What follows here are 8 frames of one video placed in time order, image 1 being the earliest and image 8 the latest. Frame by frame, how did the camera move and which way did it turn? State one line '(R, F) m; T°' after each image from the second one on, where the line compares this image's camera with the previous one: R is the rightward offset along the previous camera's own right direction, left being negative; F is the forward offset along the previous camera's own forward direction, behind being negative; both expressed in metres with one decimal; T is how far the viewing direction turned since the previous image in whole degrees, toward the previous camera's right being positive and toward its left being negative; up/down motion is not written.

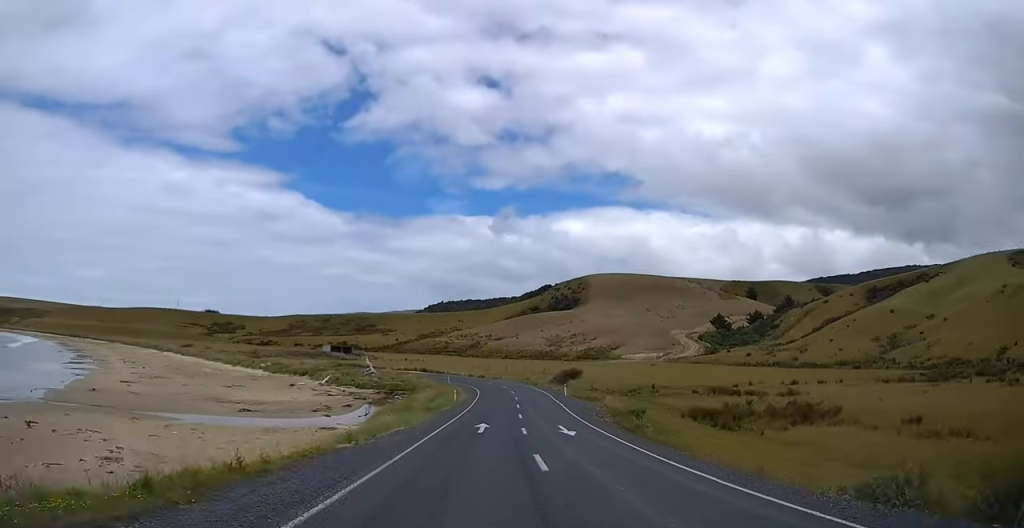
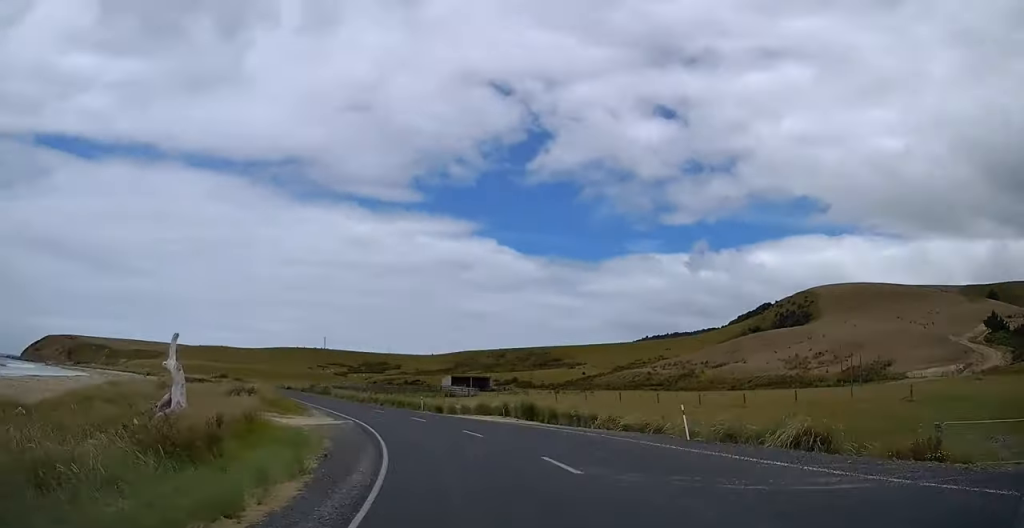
(-3.6, +90.0) m; -17°
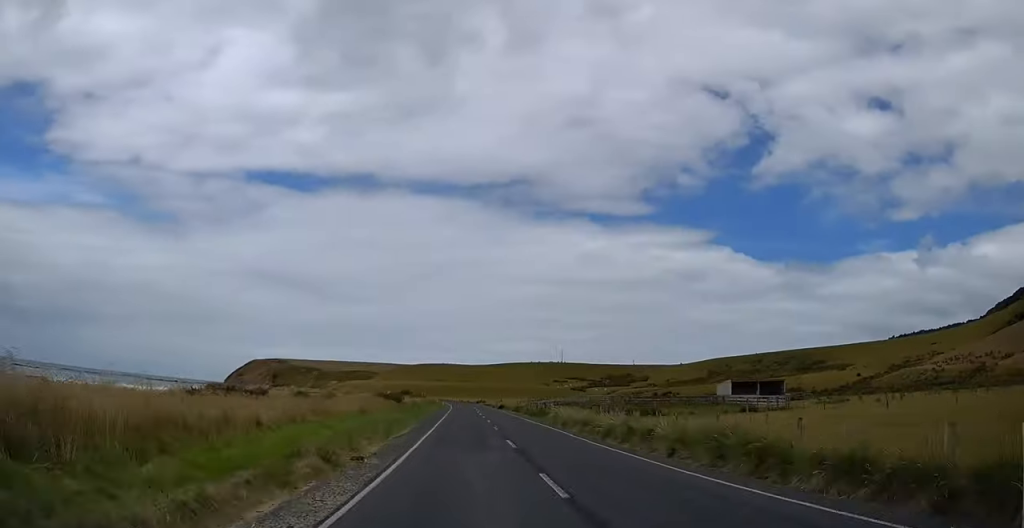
(-7.0, +41.1) m; -10°
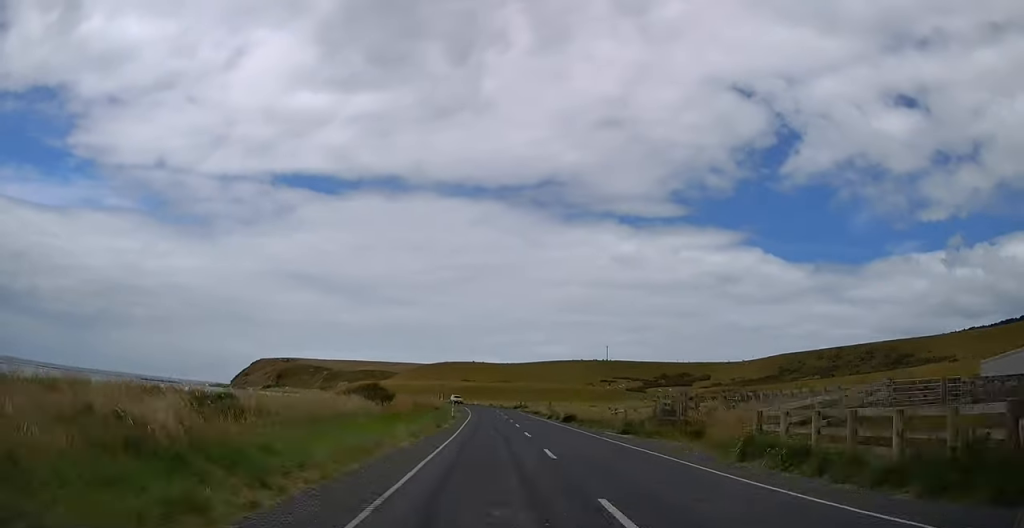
(-7.9, +52.8) m; -11°
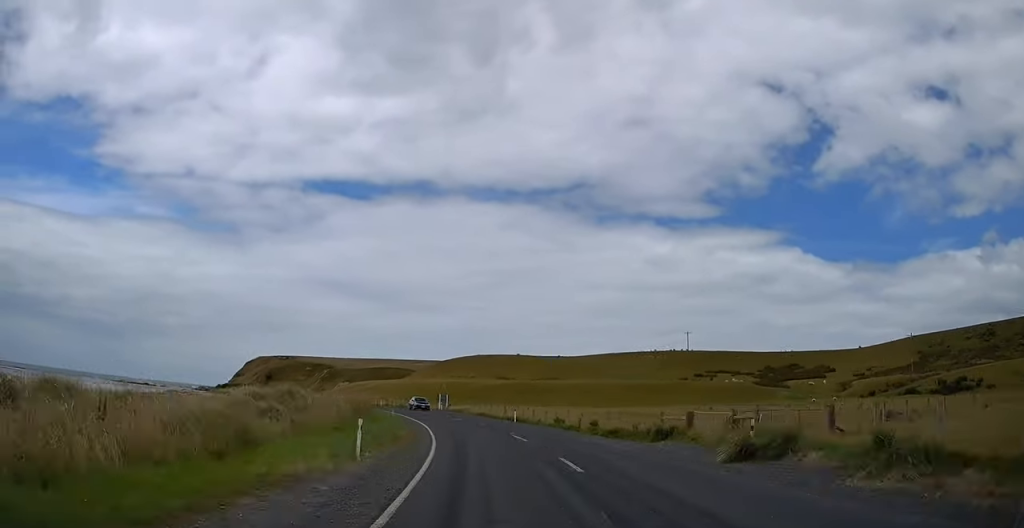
(-4.6, +82.2) m; -9°
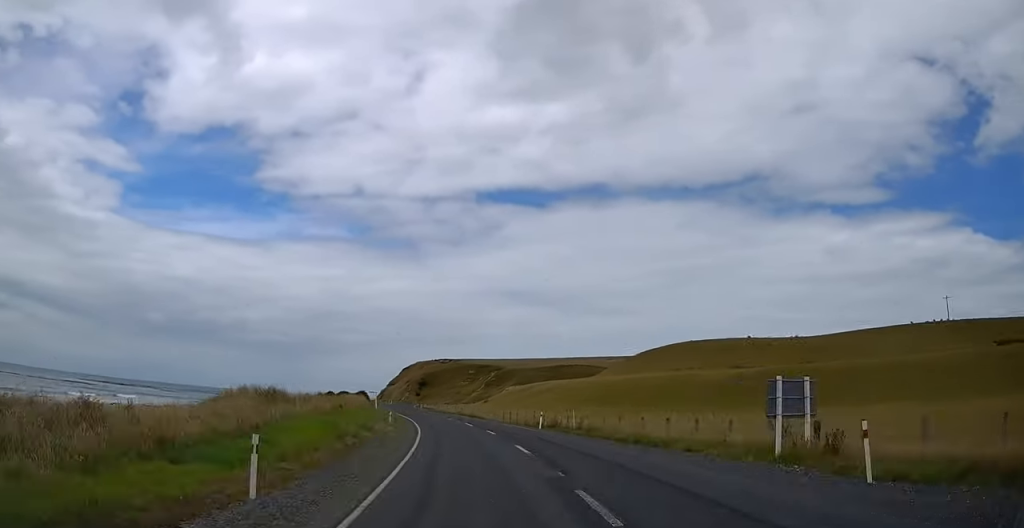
(-5.0, +65.3) m; -11°
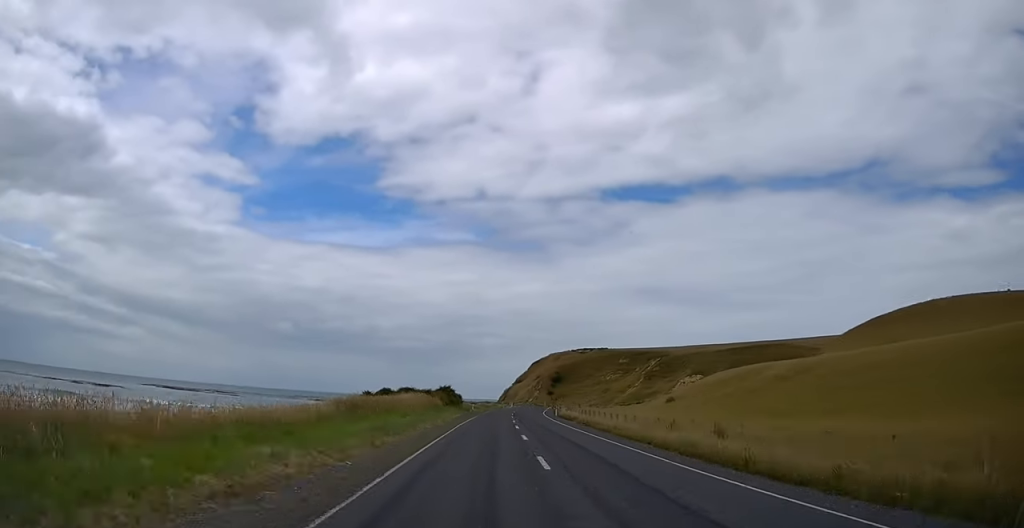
(-7.7, +63.2) m; -7°
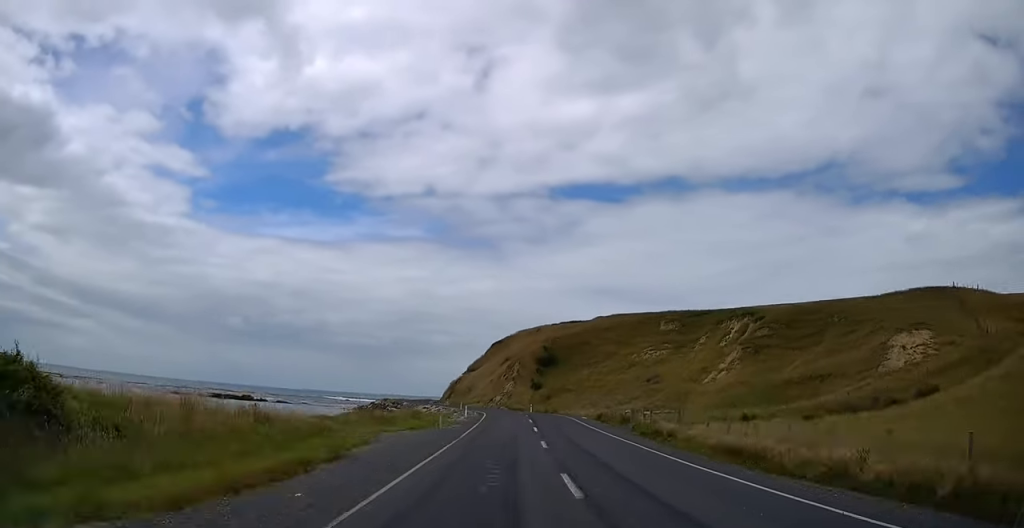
(-2.7, +82.2) m; -3°
